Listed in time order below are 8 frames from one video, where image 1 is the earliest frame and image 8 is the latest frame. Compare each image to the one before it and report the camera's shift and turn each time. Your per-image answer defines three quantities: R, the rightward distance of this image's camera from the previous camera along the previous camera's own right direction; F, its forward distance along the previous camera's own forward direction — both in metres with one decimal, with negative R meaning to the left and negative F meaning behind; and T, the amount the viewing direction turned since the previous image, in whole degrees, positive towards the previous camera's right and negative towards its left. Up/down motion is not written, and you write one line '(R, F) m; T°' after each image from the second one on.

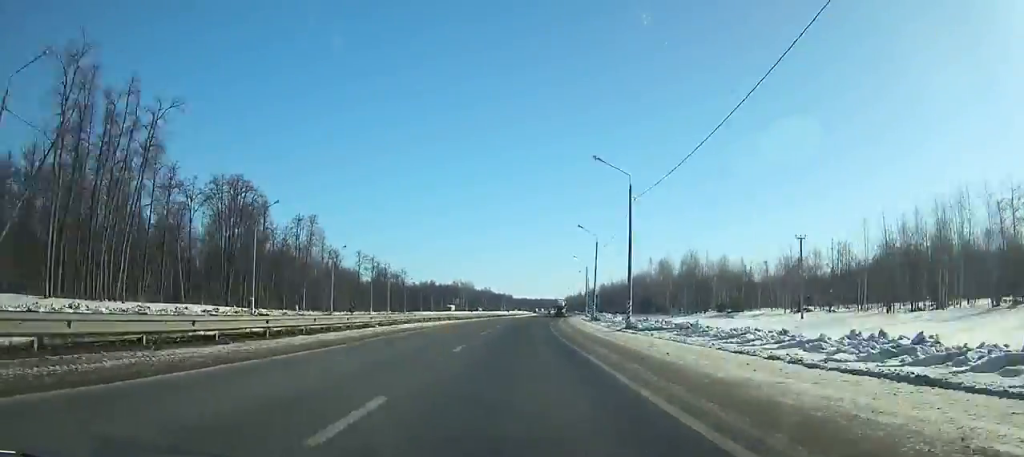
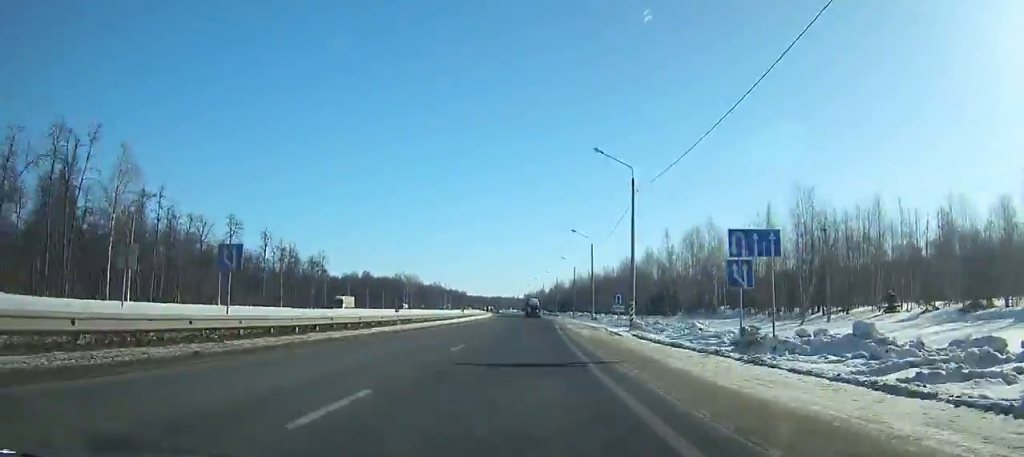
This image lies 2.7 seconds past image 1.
(+1.1, +70.8) m; +2°
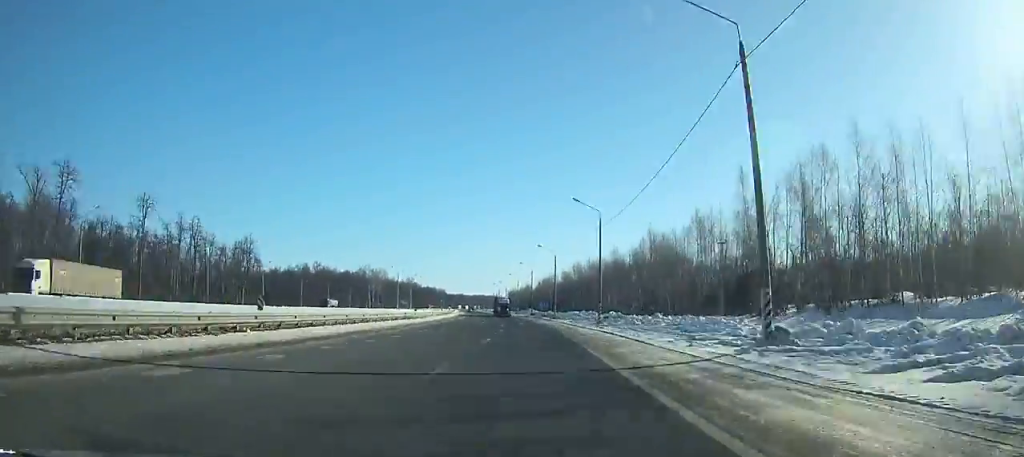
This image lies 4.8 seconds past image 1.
(+1.2, +54.7) m; +2°
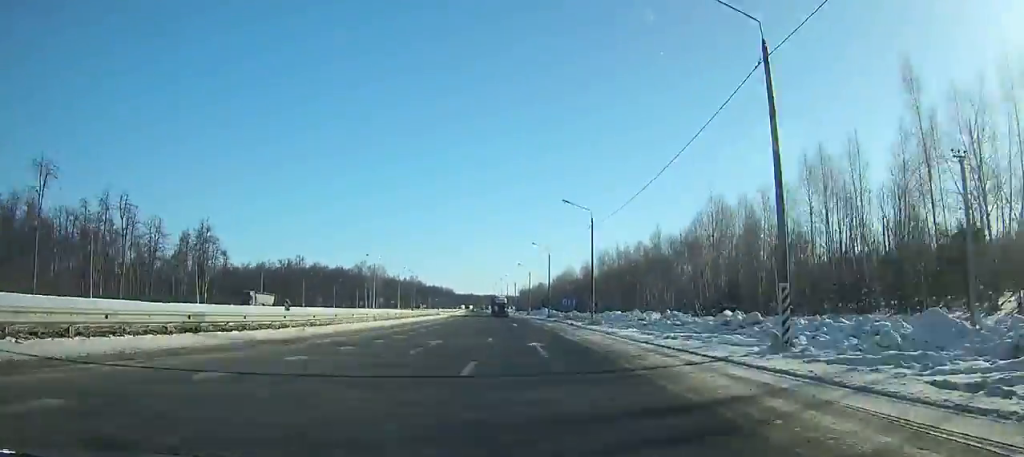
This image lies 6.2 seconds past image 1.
(+0.4, +36.3) m; -1°
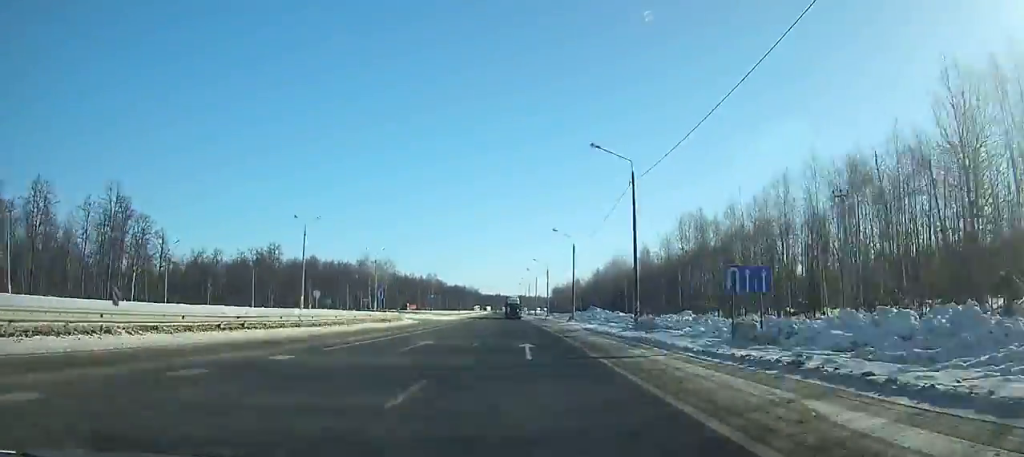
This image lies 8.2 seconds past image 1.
(+0.2, +51.7) m; -1°
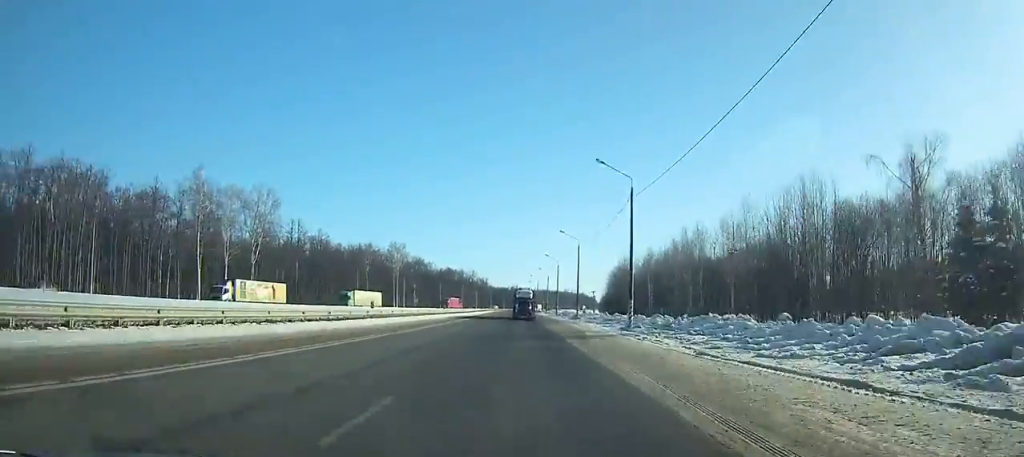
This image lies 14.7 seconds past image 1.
(-7.4, +166.3) m; -4°
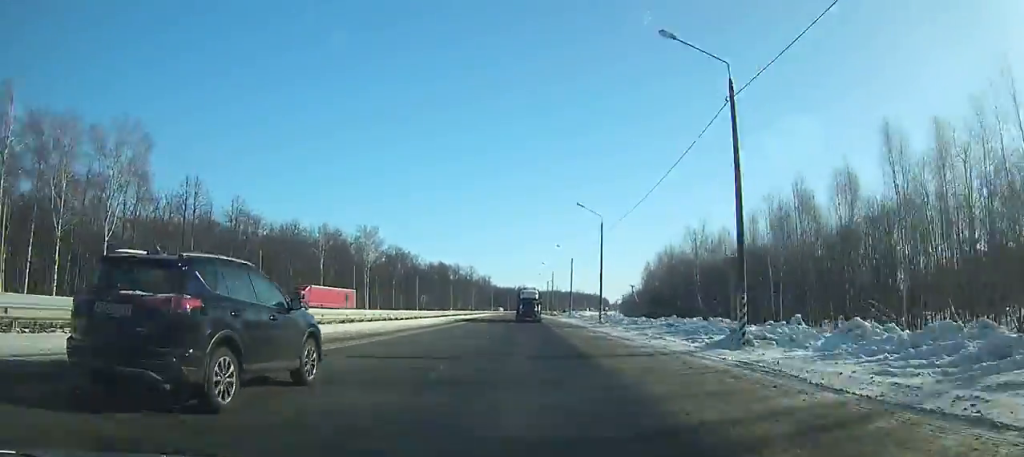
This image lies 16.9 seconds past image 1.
(0.0, +55.4) m; 0°
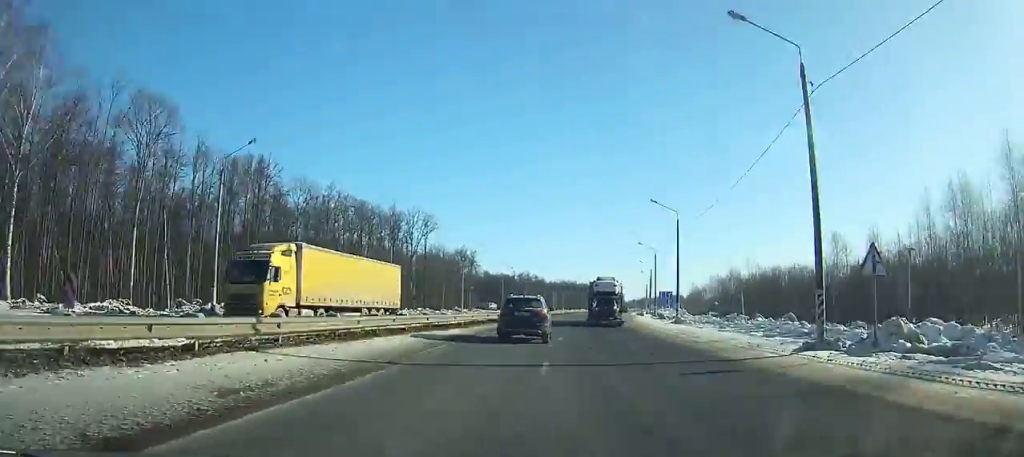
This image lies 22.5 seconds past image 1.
(-1.9, +139.4) m; +1°
